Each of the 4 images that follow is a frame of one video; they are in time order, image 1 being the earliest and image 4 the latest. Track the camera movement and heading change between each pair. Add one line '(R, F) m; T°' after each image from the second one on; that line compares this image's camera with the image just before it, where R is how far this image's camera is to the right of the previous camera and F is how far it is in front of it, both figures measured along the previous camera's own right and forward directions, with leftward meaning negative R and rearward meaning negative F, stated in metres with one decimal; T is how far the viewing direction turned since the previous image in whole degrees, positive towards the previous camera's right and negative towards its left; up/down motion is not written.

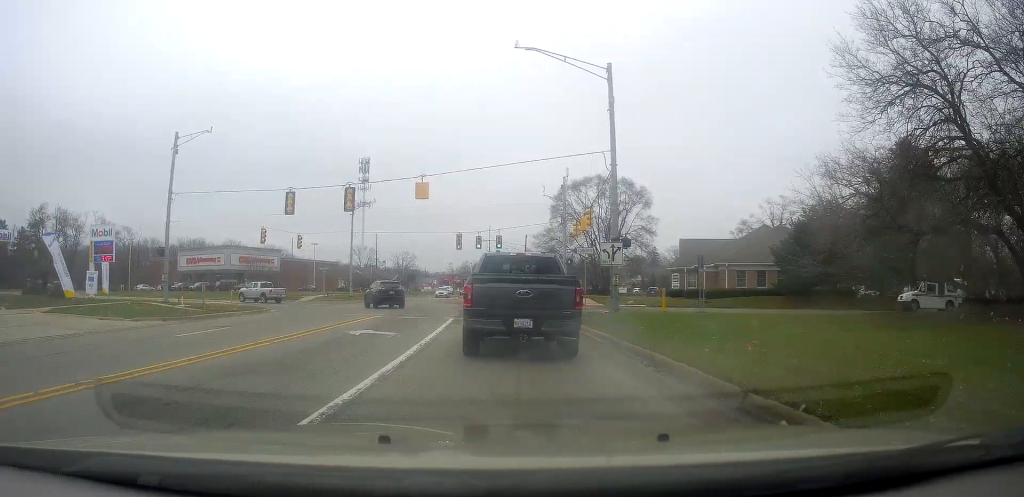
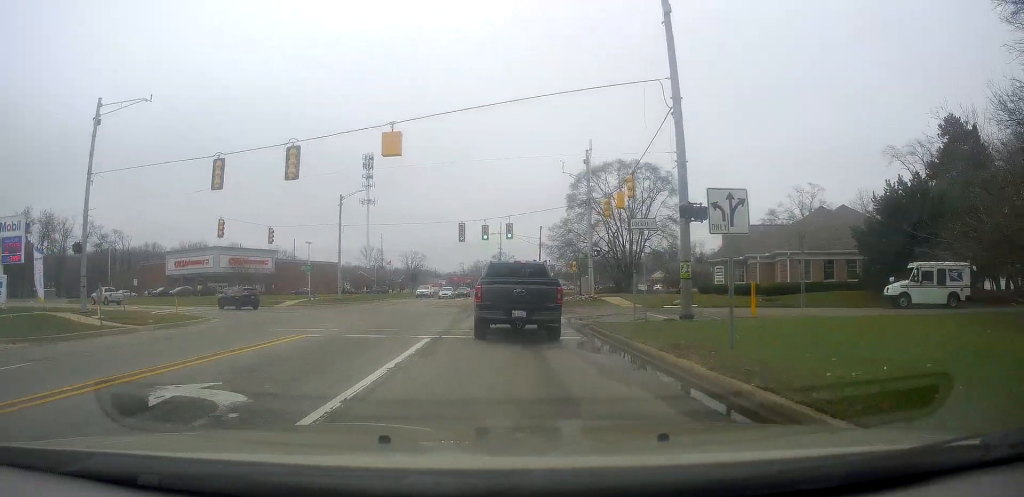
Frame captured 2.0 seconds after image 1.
(+0.7, +7.4) m; -4°
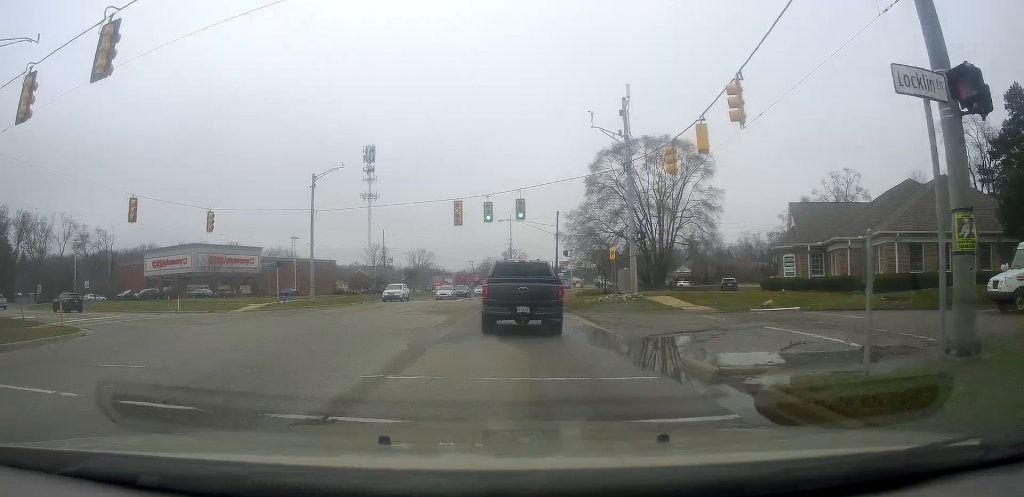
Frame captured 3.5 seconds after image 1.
(-1.1, +11.0) m; -6°
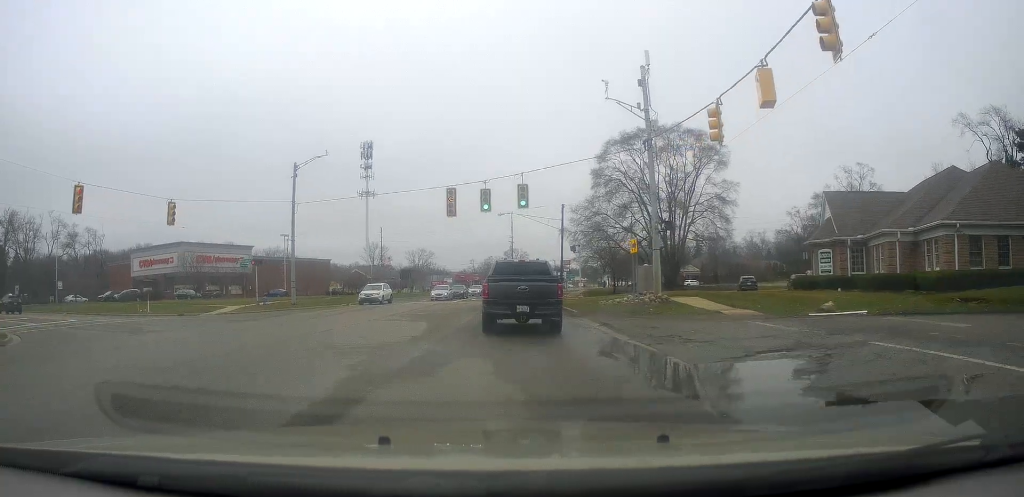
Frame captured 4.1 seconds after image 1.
(0.0, +5.0) m; -2°
